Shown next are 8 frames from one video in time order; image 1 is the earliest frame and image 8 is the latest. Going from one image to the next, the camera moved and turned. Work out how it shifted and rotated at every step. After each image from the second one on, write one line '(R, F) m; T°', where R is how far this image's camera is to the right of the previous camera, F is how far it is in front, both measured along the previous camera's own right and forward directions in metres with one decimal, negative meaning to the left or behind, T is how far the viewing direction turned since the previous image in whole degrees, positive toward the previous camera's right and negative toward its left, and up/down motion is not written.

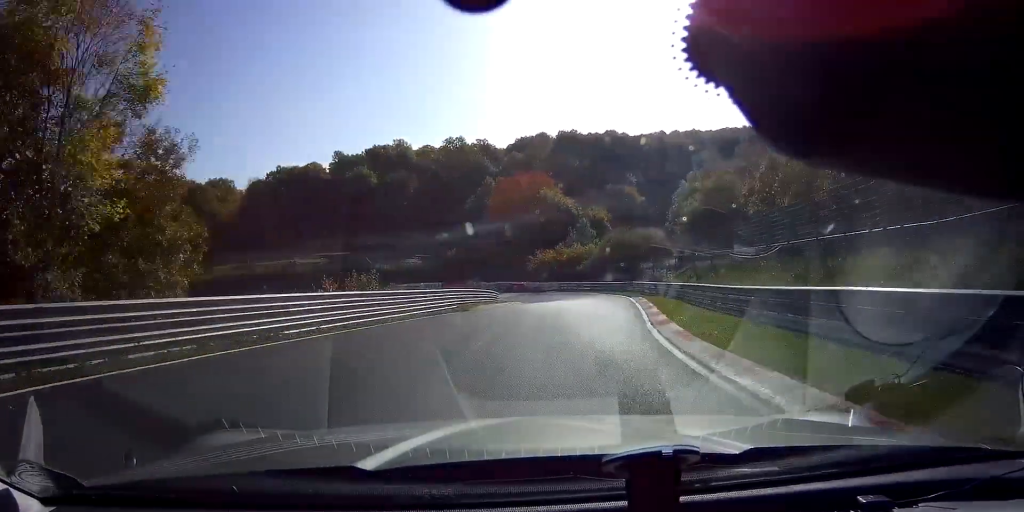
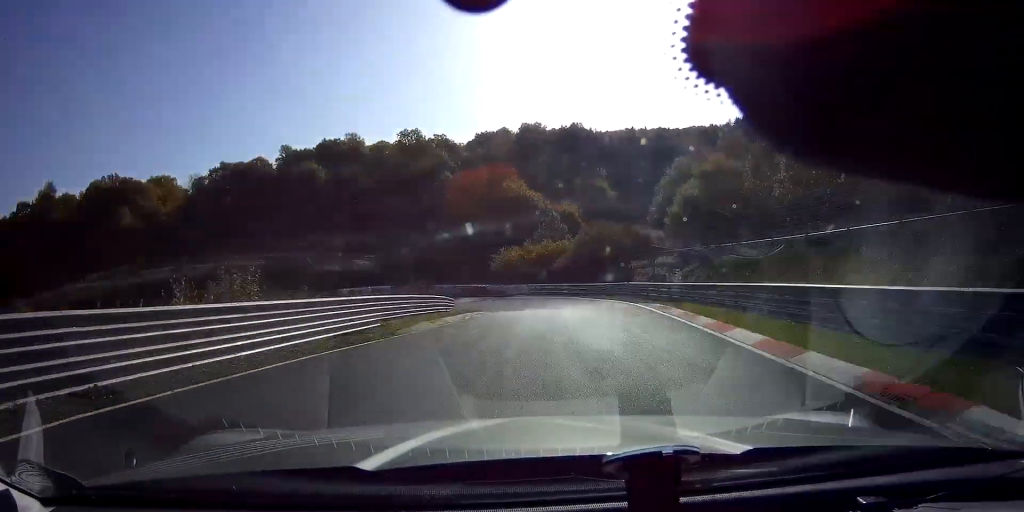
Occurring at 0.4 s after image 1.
(+0.4, +10.3) m; +3°
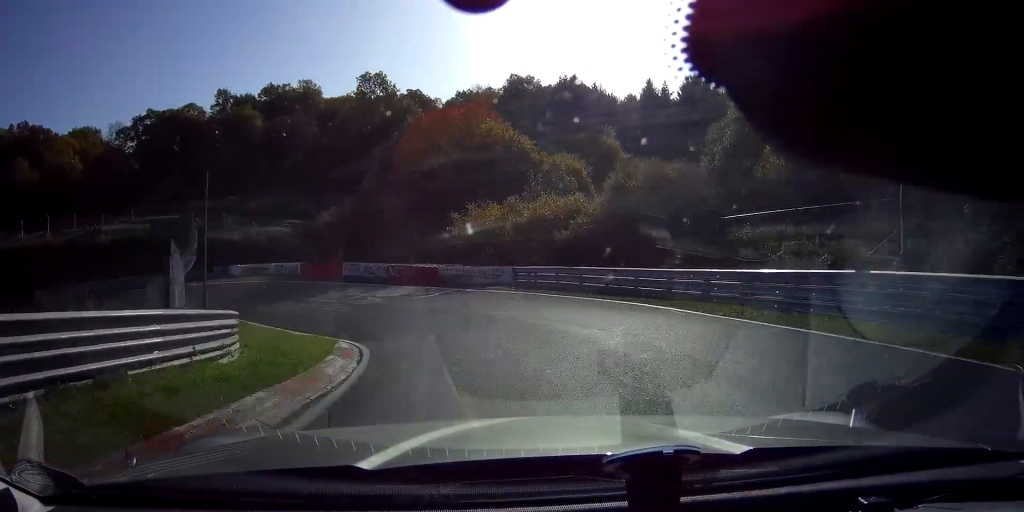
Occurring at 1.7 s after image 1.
(+1.0, +25.3) m; -7°
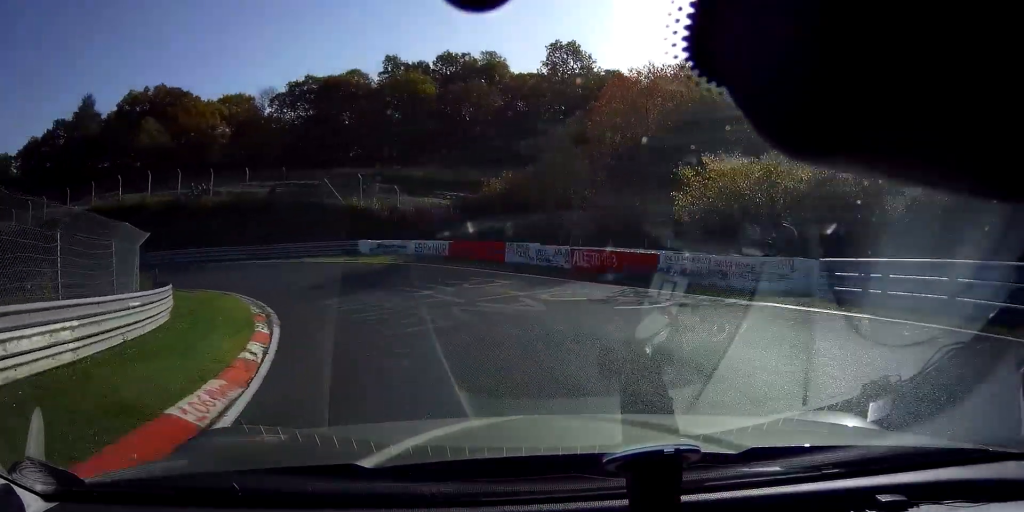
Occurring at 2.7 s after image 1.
(-2.3, +15.5) m; -22°
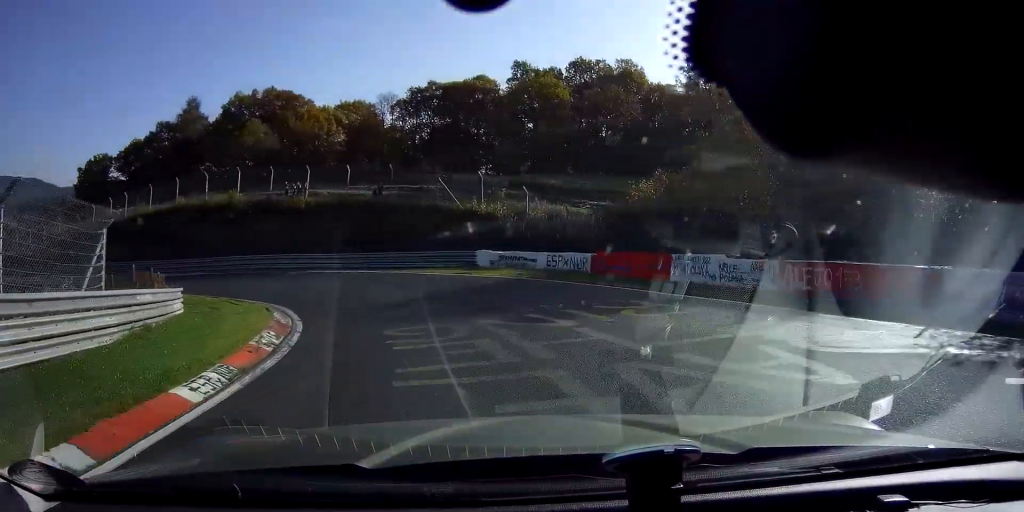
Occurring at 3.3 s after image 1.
(-0.4, +8.0) m; -15°
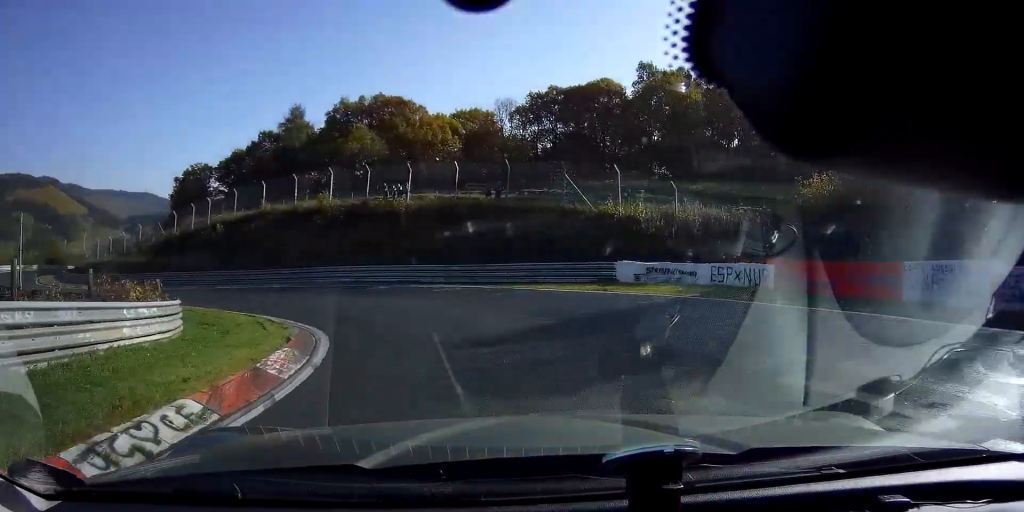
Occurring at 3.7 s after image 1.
(-1.4, +6.8) m; -15°
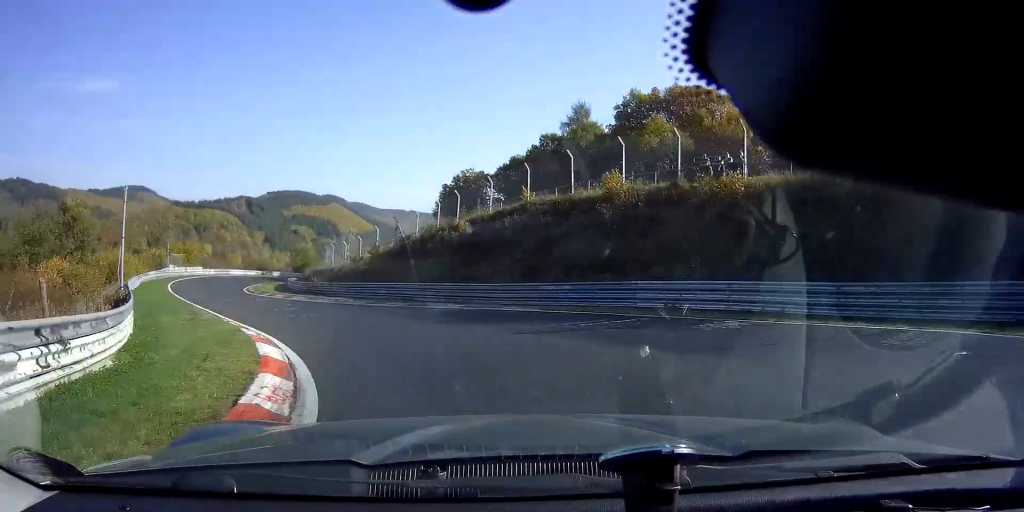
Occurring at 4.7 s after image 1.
(-3.8, +14.0) m; -29°
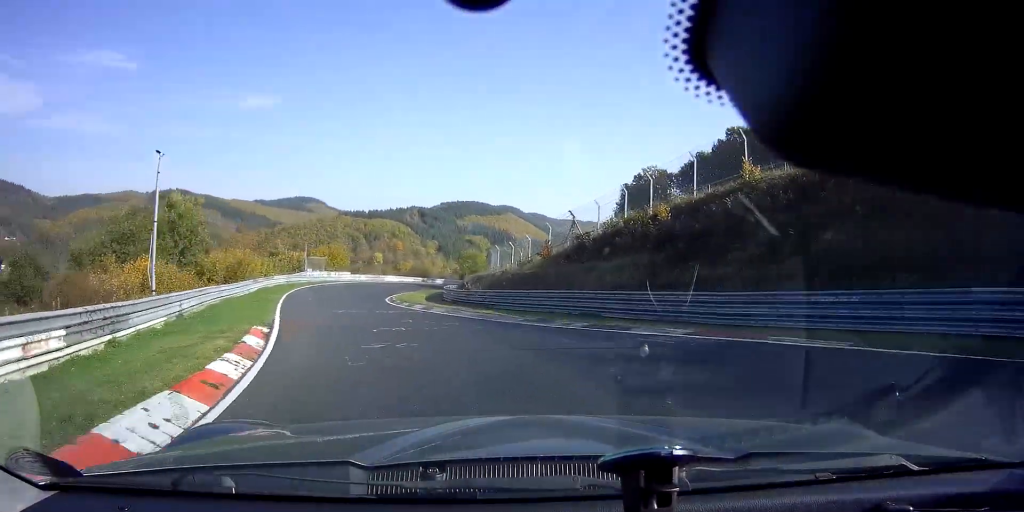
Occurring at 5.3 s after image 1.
(-0.8, +9.2) m; -15°
